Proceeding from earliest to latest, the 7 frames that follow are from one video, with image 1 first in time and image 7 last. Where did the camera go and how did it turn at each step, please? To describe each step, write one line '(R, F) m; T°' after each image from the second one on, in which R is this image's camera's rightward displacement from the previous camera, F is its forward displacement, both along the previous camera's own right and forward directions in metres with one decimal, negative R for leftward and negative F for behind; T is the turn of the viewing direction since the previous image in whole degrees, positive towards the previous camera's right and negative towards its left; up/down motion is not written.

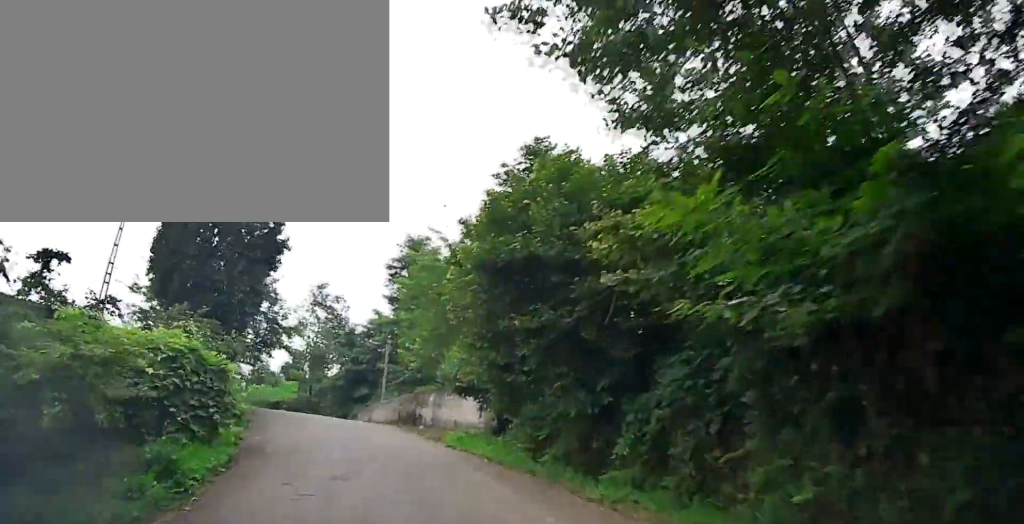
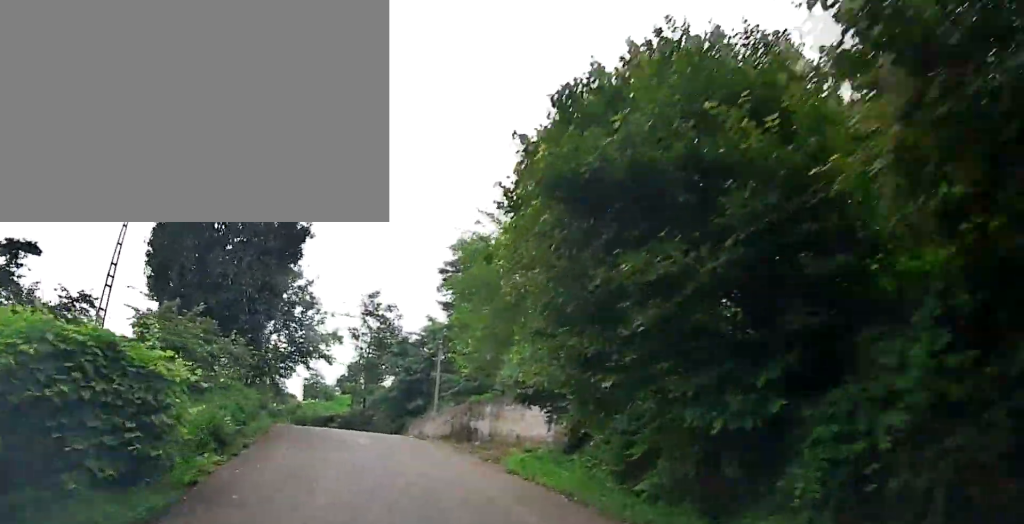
(-0.4, +3.6) m; -7°
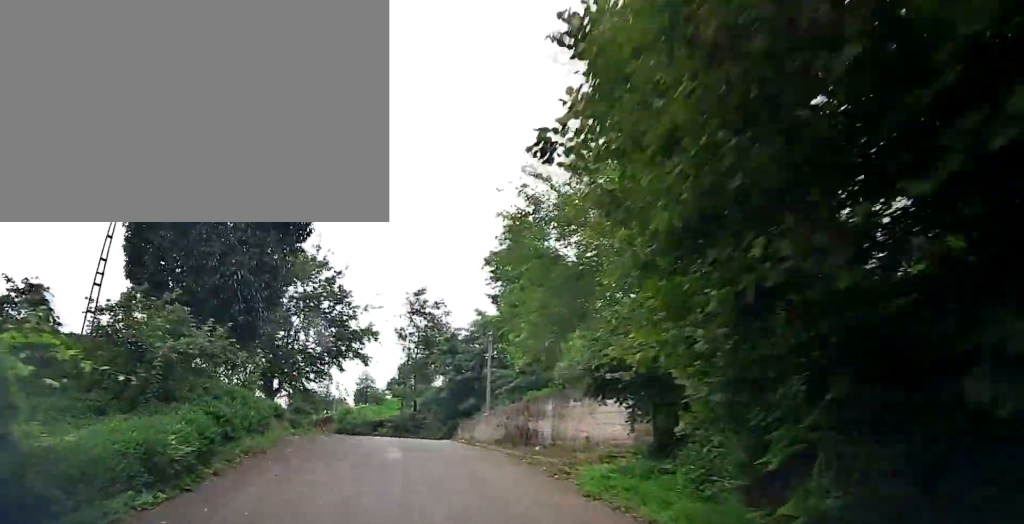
(-0.2, +3.4) m; -5°
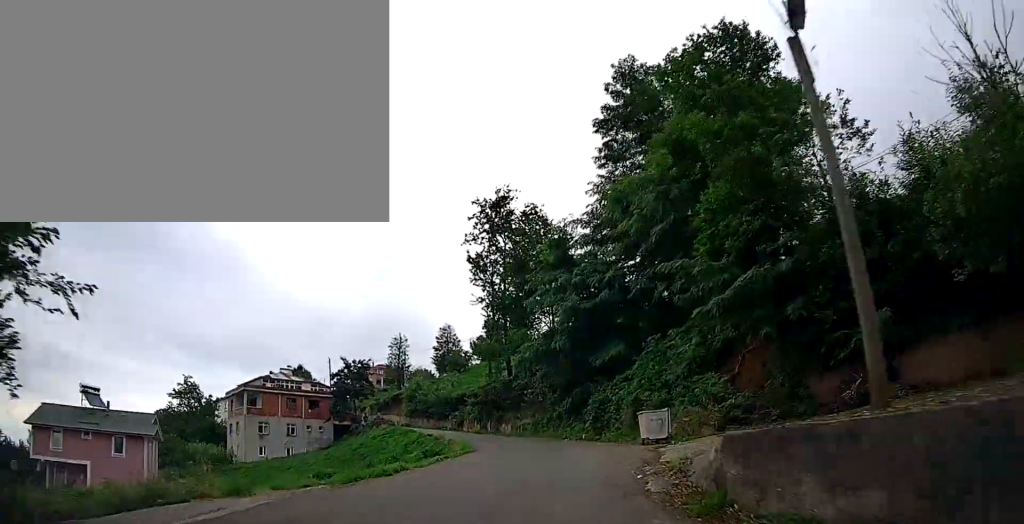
(-2.8, +24.7) m; -9°
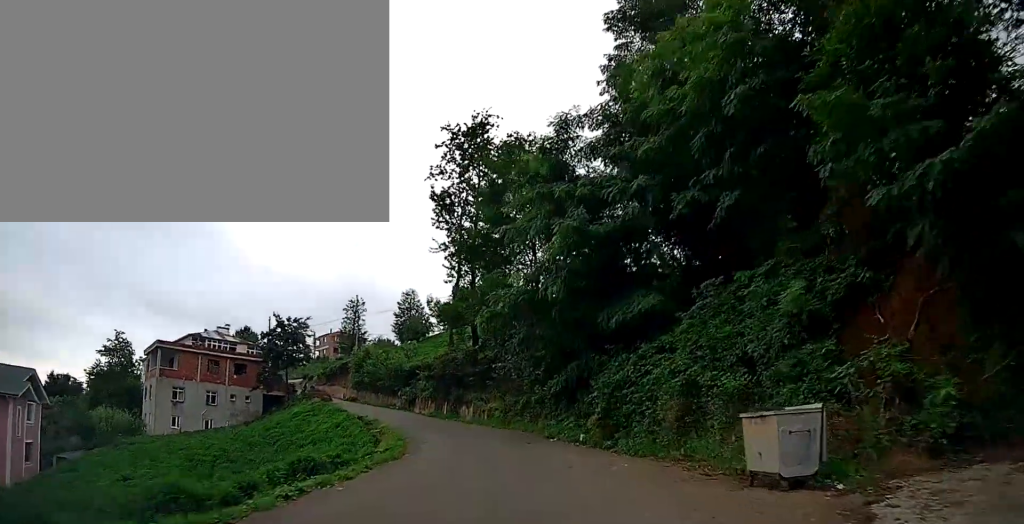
(+0.5, +11.0) m; +3°
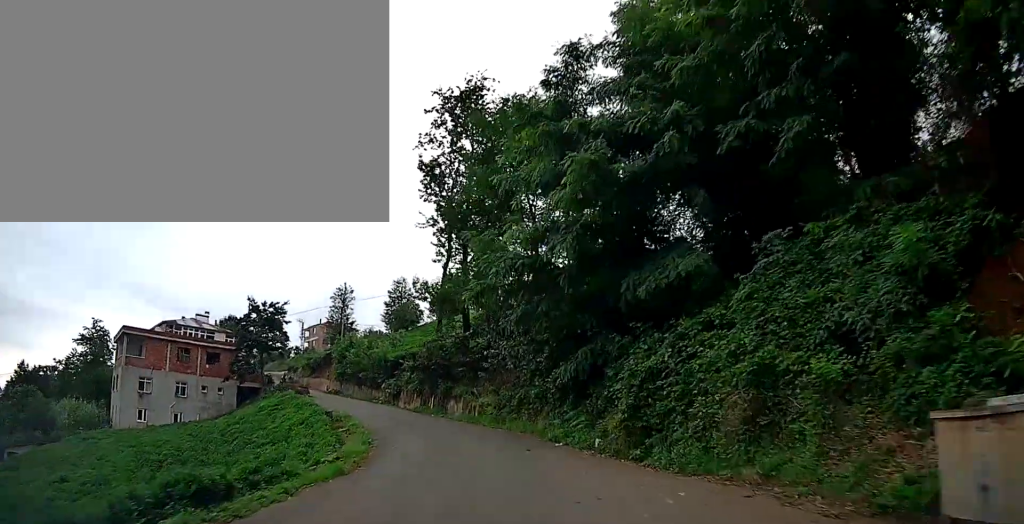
(0.0, +4.4) m; -1°
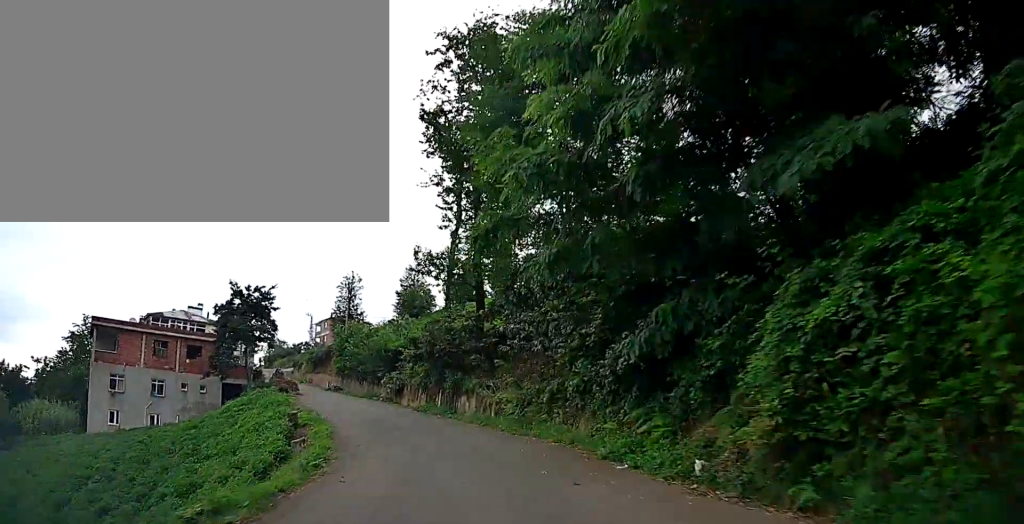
(-0.2, +6.4) m; -4°
